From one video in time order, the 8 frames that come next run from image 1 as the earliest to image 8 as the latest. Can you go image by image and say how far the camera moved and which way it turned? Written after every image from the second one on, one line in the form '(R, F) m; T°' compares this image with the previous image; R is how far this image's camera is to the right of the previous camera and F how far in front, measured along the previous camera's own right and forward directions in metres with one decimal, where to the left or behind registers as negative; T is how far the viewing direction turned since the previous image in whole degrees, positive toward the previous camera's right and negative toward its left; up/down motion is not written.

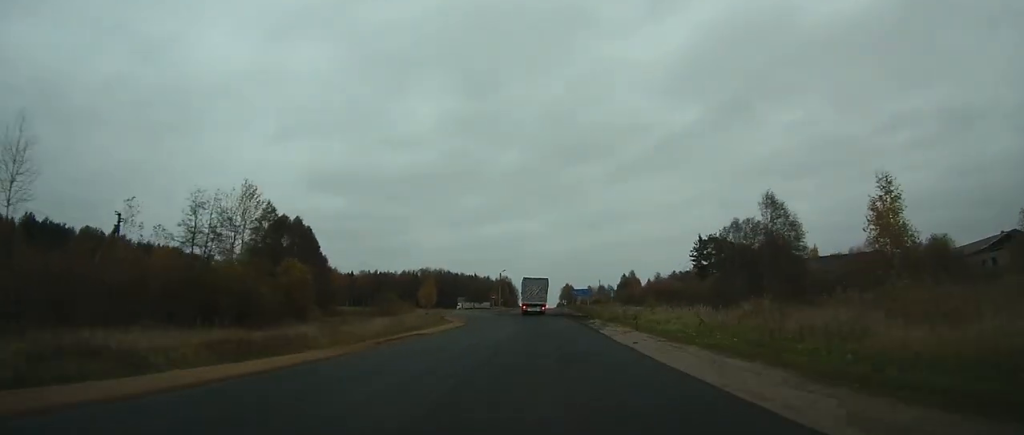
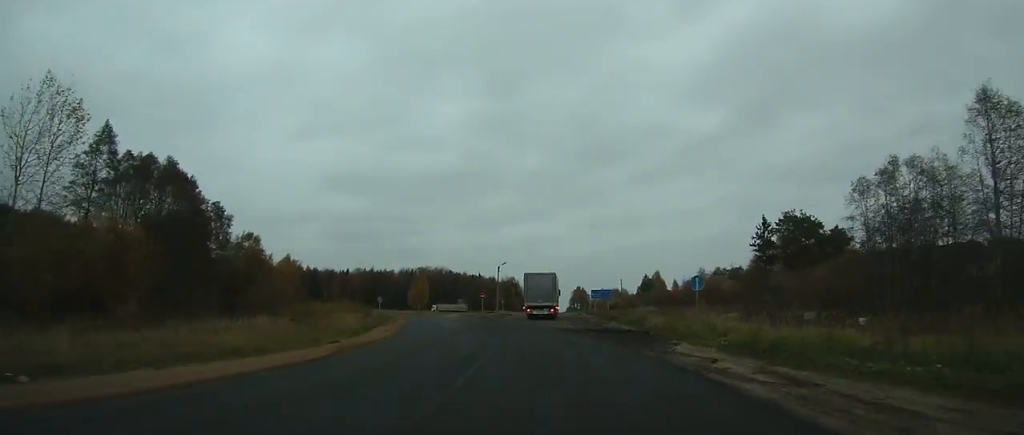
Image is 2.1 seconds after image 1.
(-0.3, +28.4) m; -2°
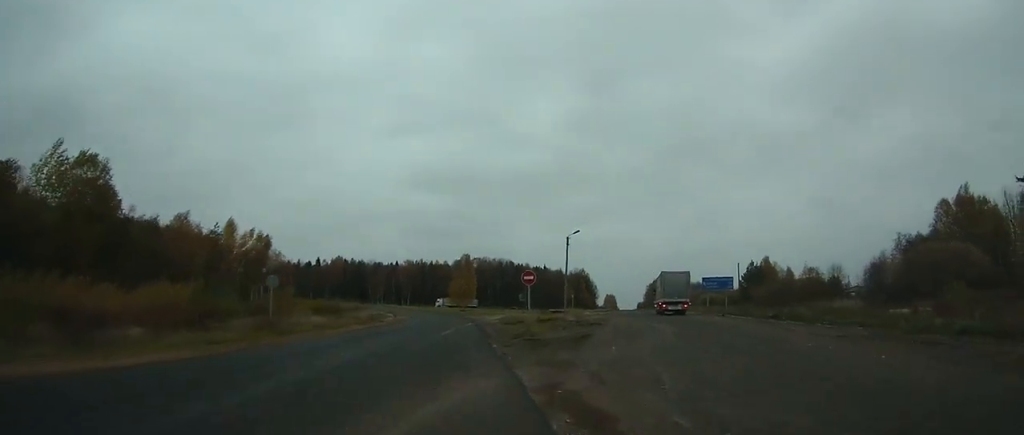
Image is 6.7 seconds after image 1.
(-1.8, +43.7) m; 0°
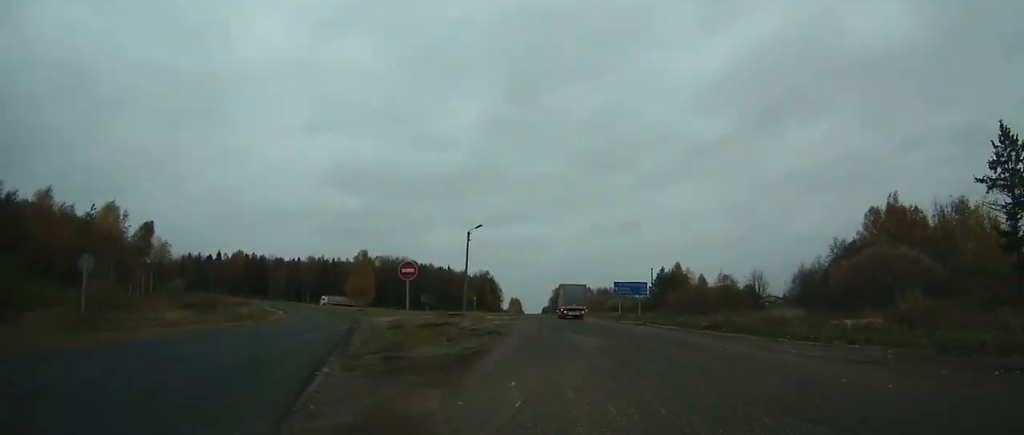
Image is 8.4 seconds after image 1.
(+0.6, +9.2) m; +8°
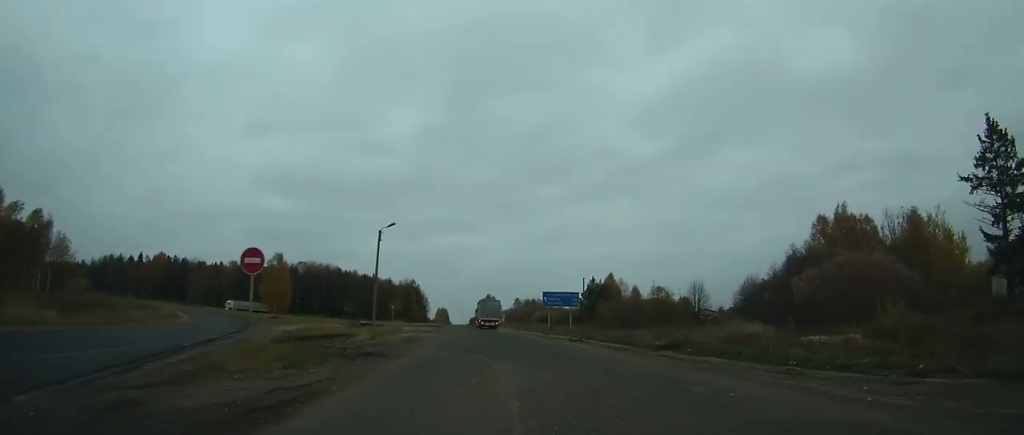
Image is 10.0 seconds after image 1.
(+0.7, +8.3) m; +2°
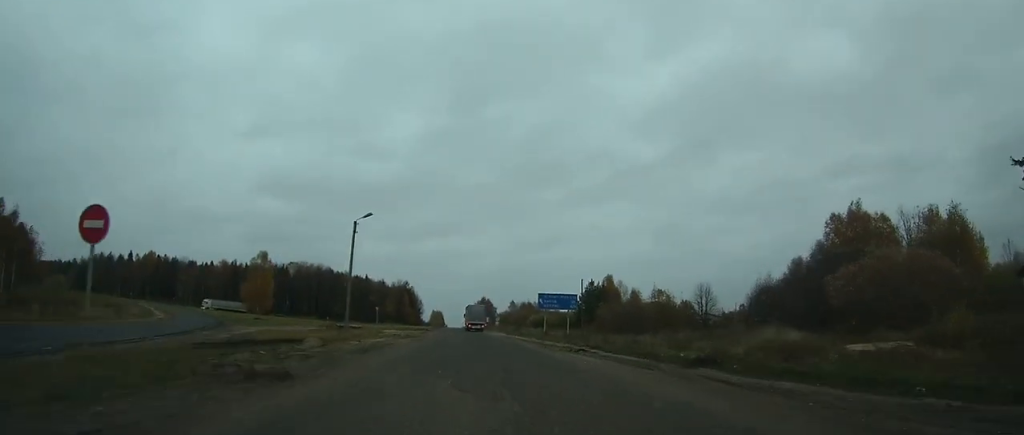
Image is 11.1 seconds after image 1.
(+0.1, +6.2) m; -1°
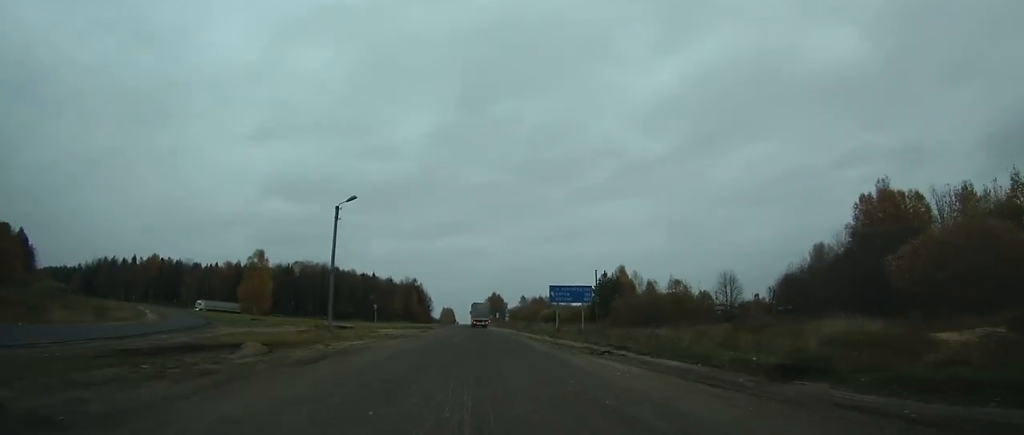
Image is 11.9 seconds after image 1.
(-0.1, +5.6) m; -2°
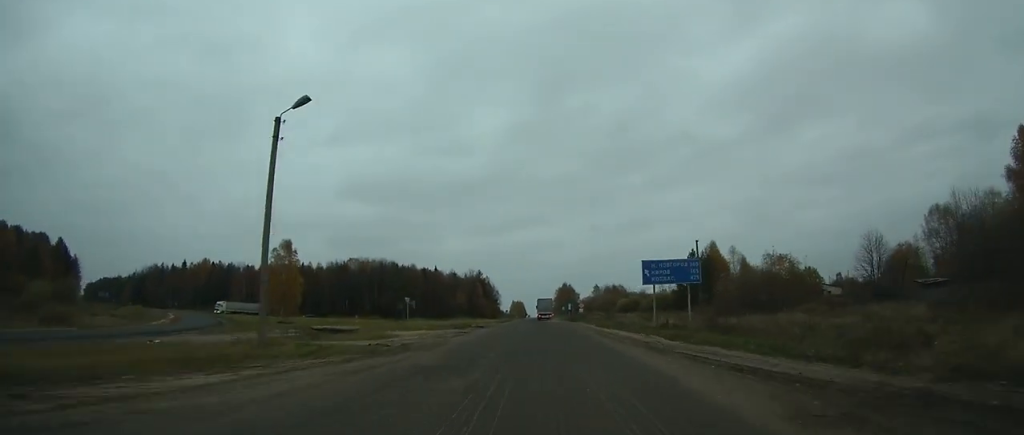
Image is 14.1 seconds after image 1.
(-0.6, +17.6) m; -3°
